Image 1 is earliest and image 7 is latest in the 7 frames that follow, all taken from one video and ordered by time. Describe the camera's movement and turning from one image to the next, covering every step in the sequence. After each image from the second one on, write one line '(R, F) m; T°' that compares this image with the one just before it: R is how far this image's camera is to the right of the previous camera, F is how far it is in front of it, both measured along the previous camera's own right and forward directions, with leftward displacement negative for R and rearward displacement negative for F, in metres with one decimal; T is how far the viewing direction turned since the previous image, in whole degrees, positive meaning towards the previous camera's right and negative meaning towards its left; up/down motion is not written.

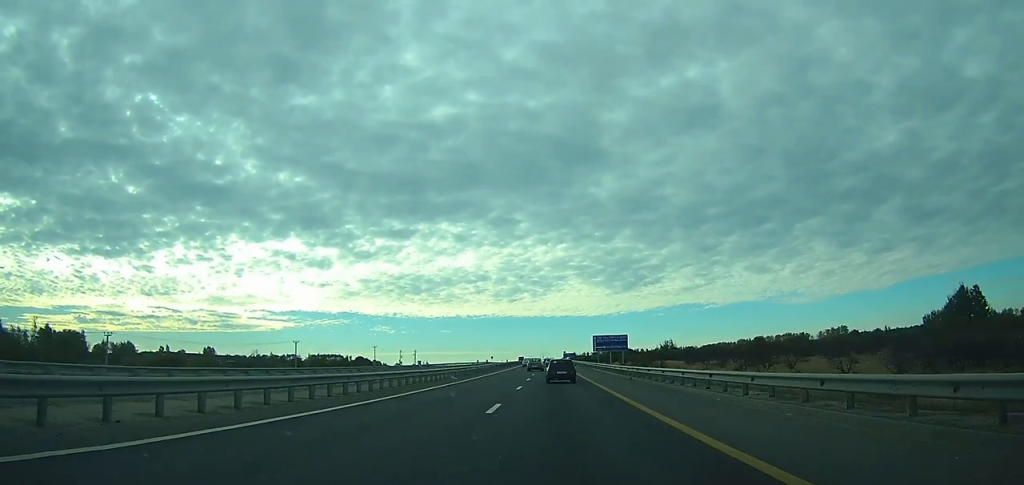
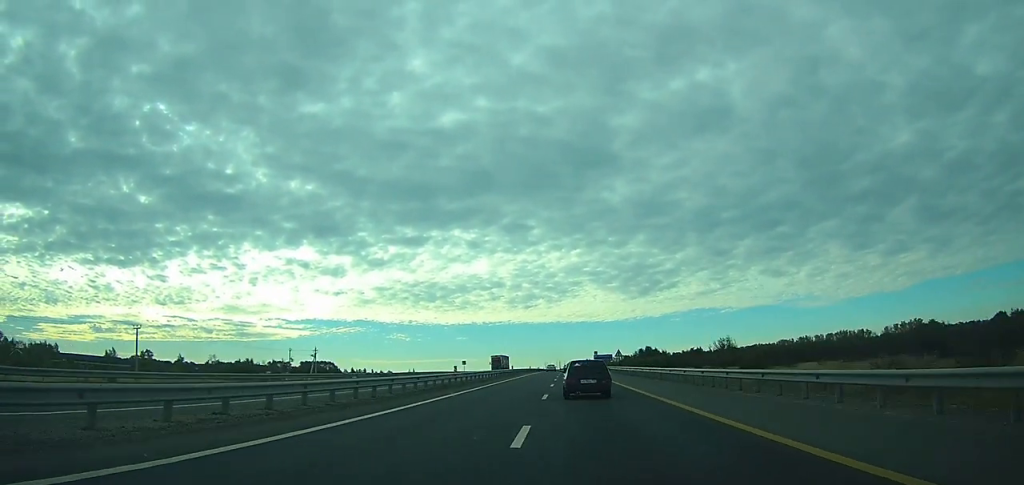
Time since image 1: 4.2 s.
(-1.1, +117.8) m; -2°
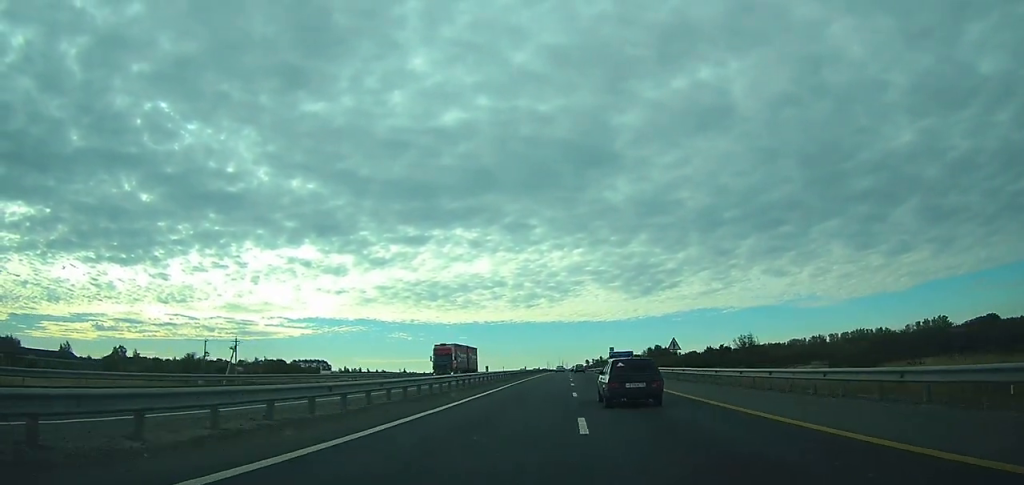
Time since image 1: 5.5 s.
(-0.3, +34.5) m; 0°
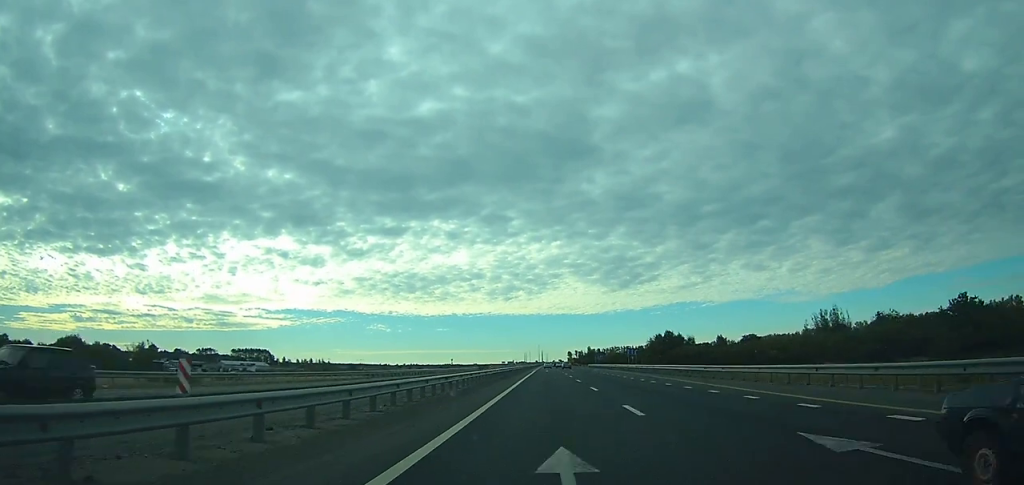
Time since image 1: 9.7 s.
(+0.8, +112.8) m; +1°
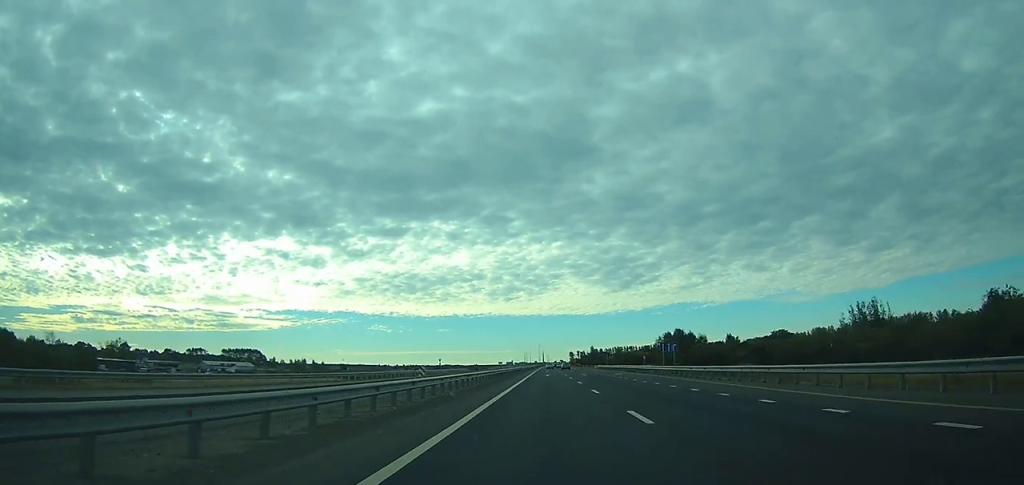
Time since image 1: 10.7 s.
(+0.1, +26.2) m; 0°
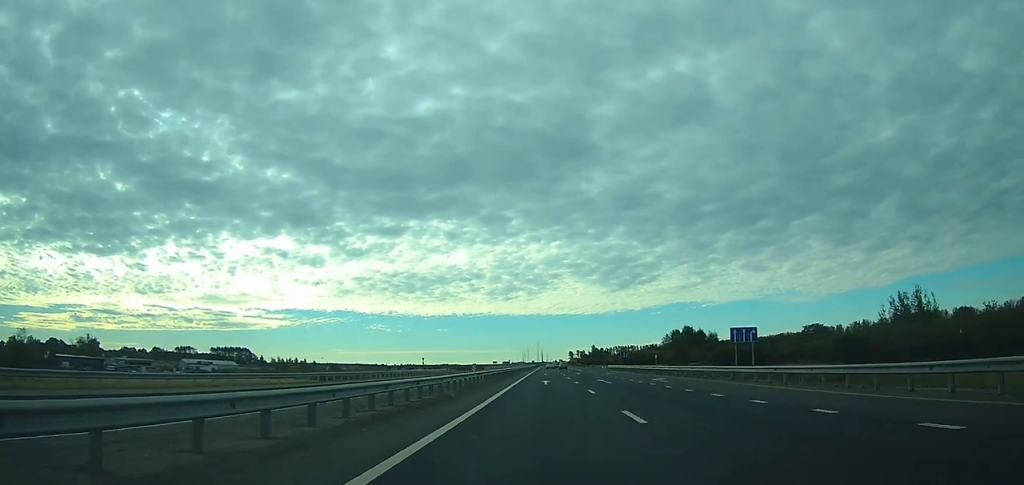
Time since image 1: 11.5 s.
(0.0, +24.8) m; 0°
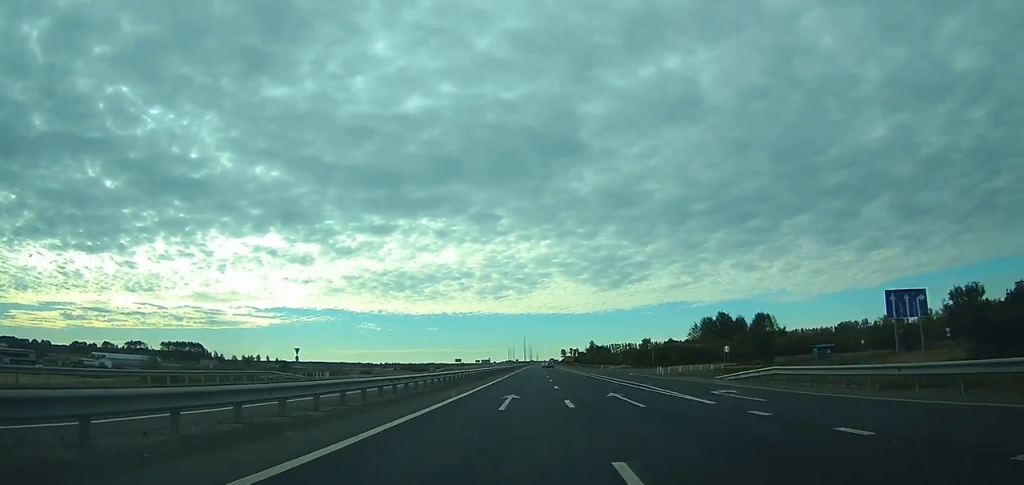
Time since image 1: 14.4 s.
(+0.5, +81.5) m; +1°
